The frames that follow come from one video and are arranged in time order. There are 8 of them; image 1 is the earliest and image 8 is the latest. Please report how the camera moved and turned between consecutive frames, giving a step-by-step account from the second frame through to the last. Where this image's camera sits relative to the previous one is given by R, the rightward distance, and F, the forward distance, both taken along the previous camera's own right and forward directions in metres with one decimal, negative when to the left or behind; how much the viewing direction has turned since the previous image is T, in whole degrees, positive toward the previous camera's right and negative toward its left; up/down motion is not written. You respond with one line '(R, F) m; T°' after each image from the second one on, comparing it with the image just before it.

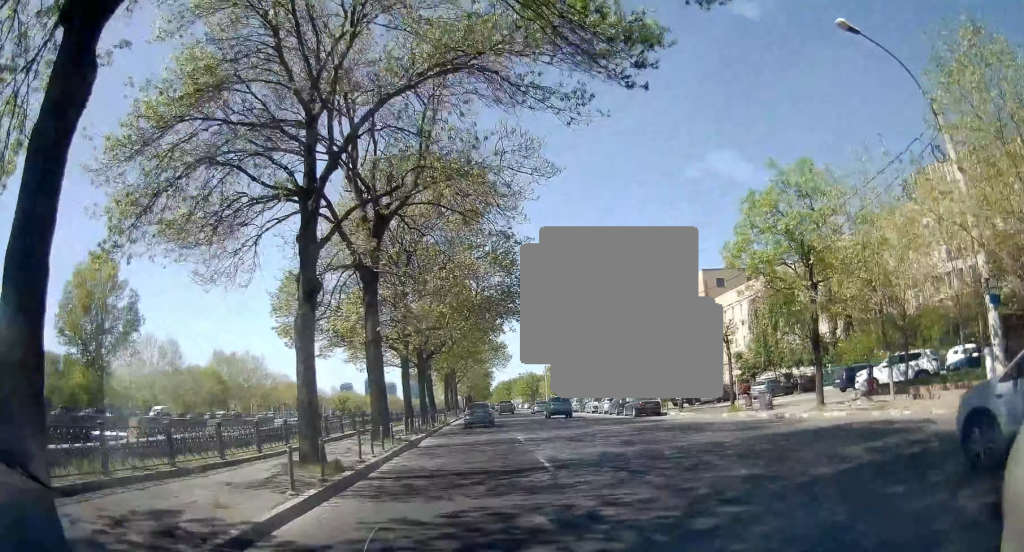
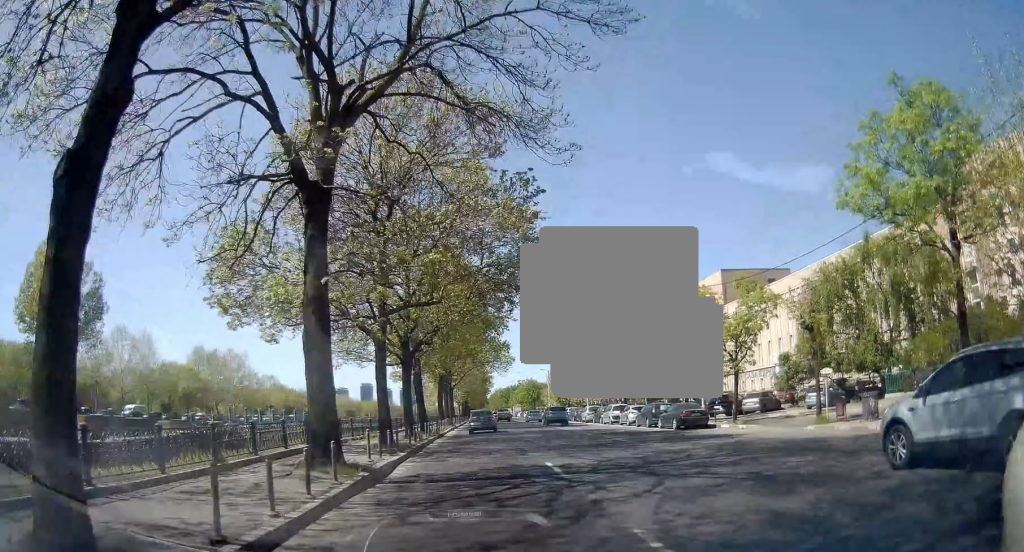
(-0.1, +7.9) m; +1°
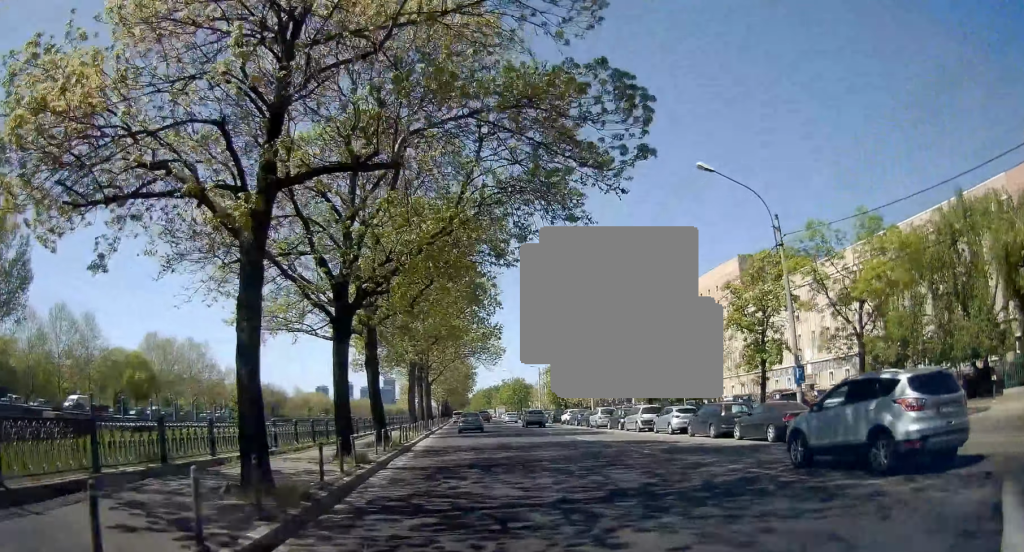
(+0.4, +11.6) m; +1°
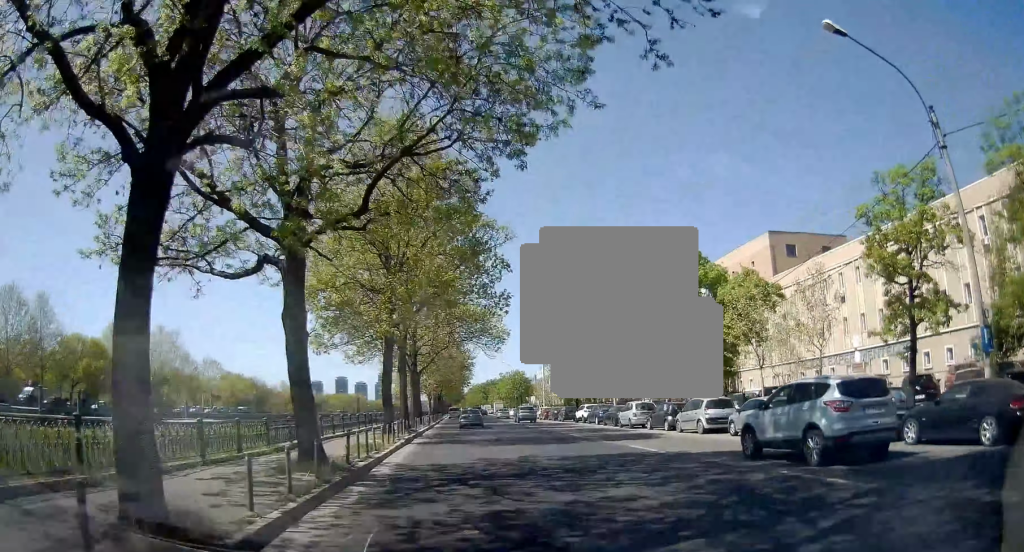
(-0.1, +9.9) m; -1°
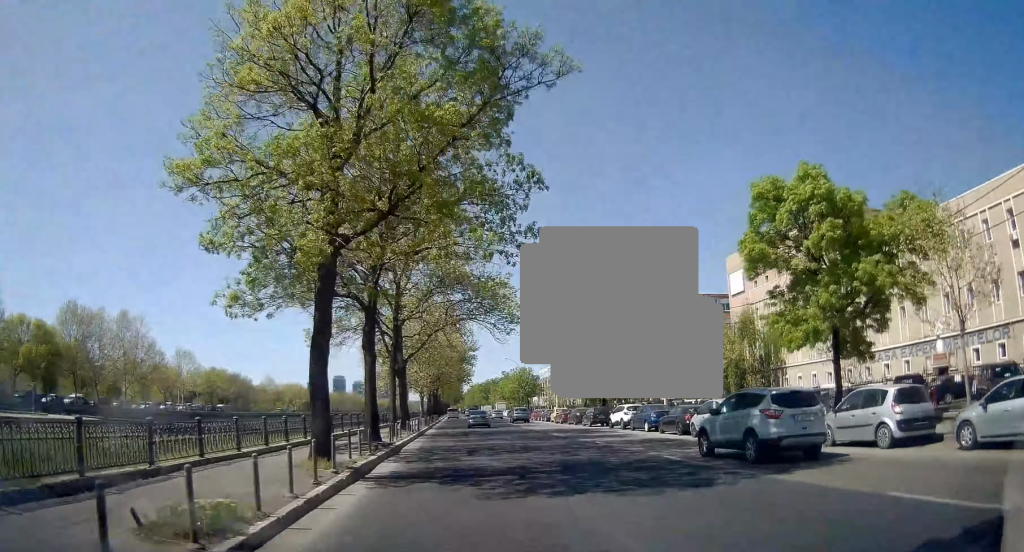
(0.0, +12.2) m; 0°
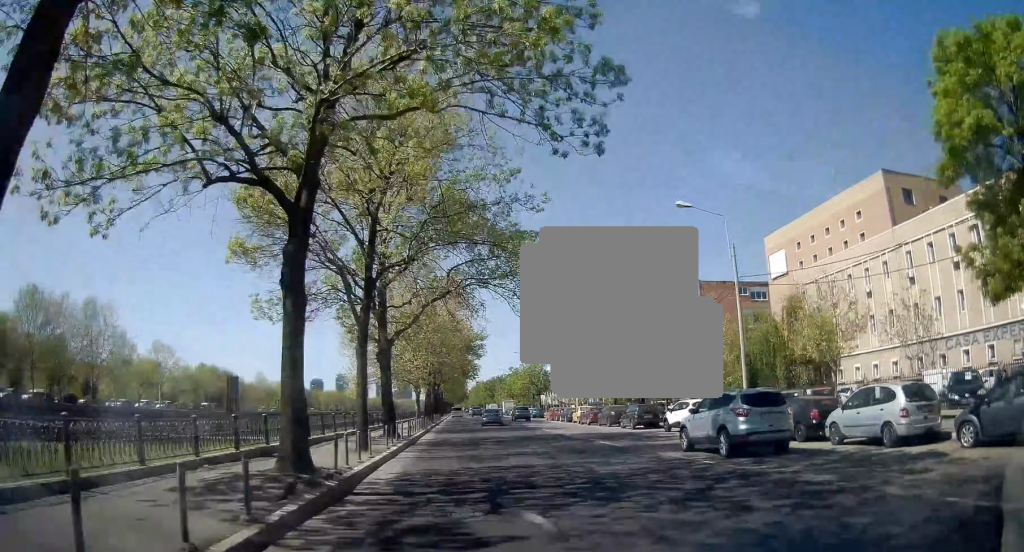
(0.0, +10.1) m; +1°
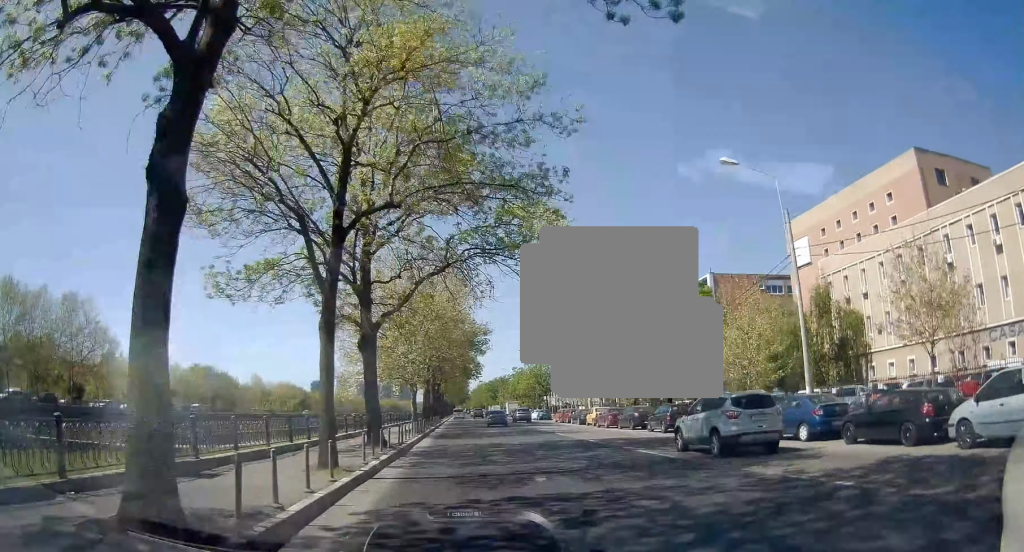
(+0.1, +5.2) m; 0°
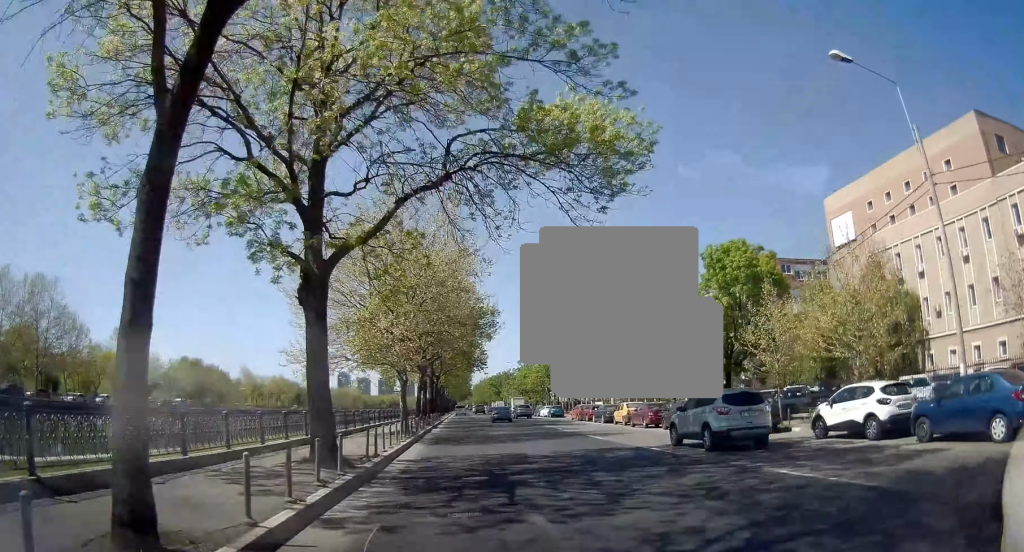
(+0.1, +8.1) m; 0°
